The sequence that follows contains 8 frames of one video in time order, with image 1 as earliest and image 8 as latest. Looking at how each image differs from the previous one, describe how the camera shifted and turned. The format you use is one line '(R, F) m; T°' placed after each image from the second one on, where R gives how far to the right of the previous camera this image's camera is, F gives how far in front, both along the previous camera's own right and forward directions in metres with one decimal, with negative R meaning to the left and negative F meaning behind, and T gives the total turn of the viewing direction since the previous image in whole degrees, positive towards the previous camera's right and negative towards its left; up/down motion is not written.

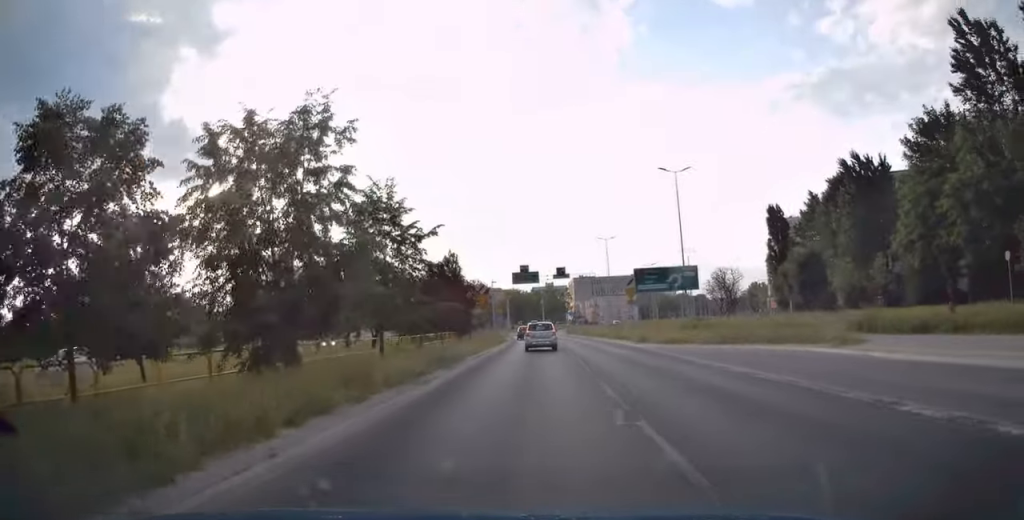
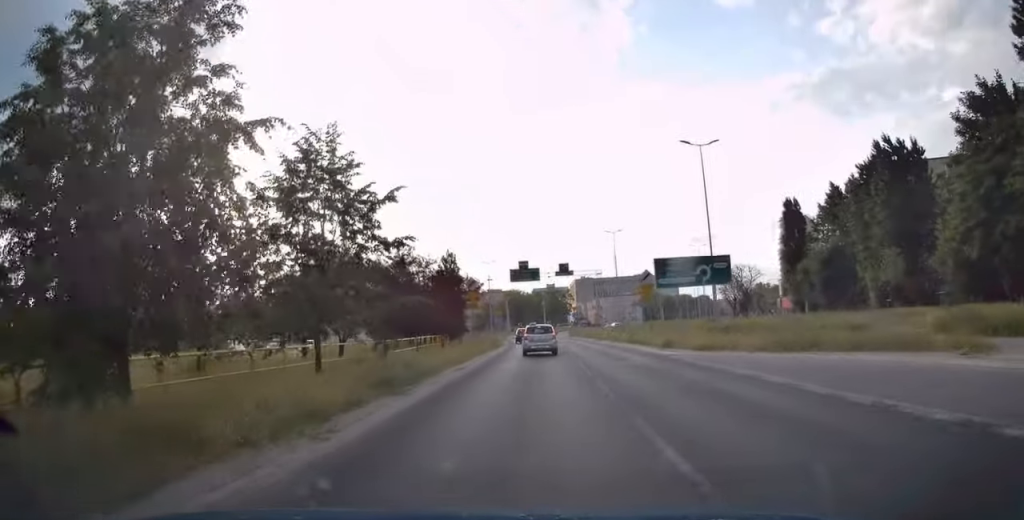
(+0.1, +6.8) m; 0°
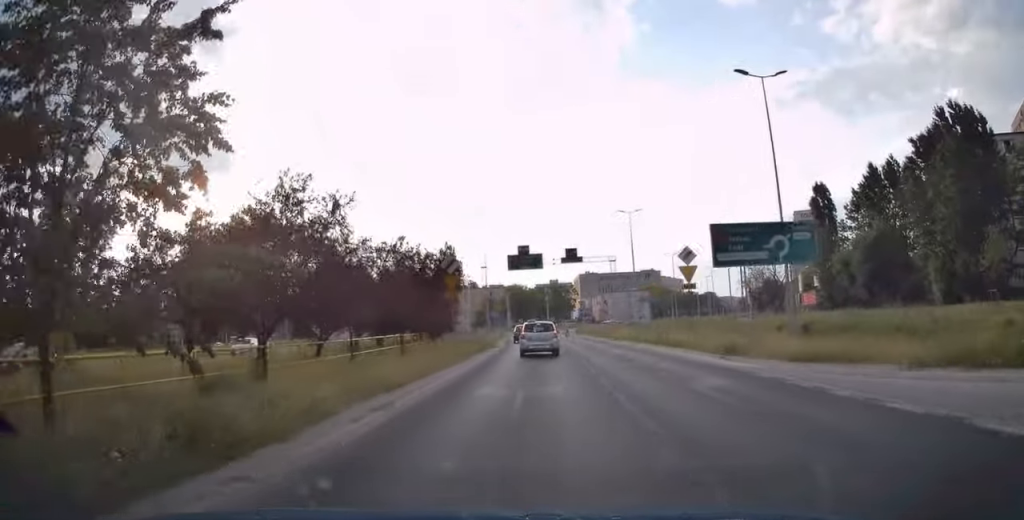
(-0.2, +9.8) m; 0°
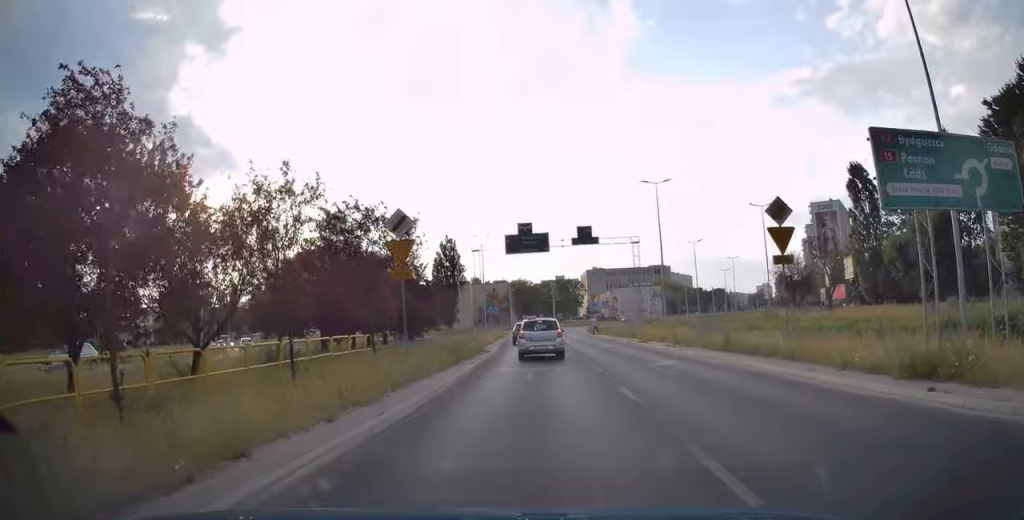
(+0.3, +10.6) m; 0°
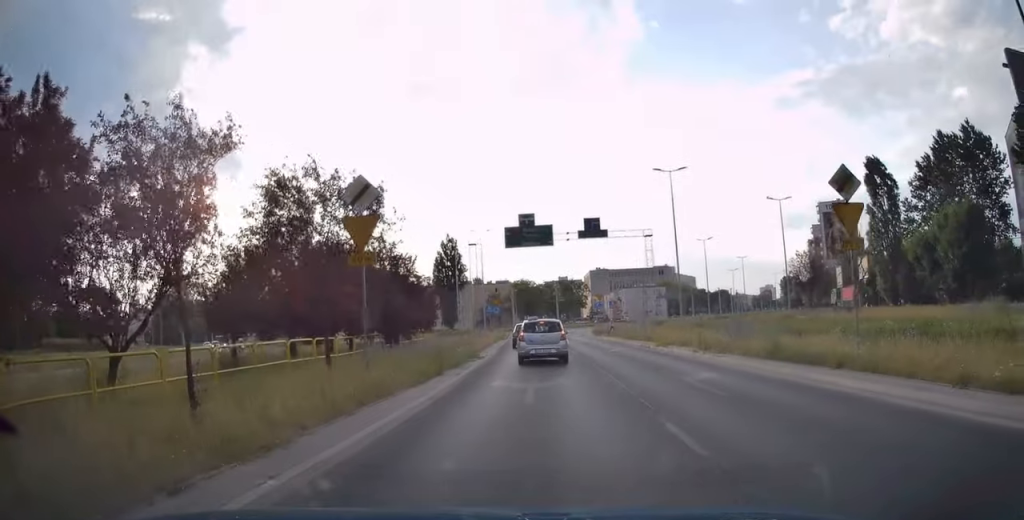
(-0.1, +3.8) m; -2°
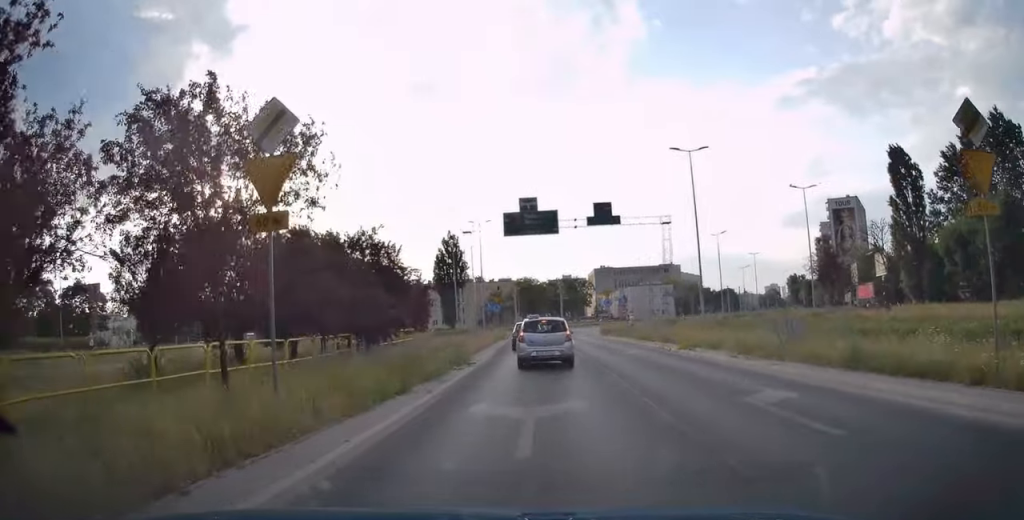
(-0.1, +4.8) m; -2°
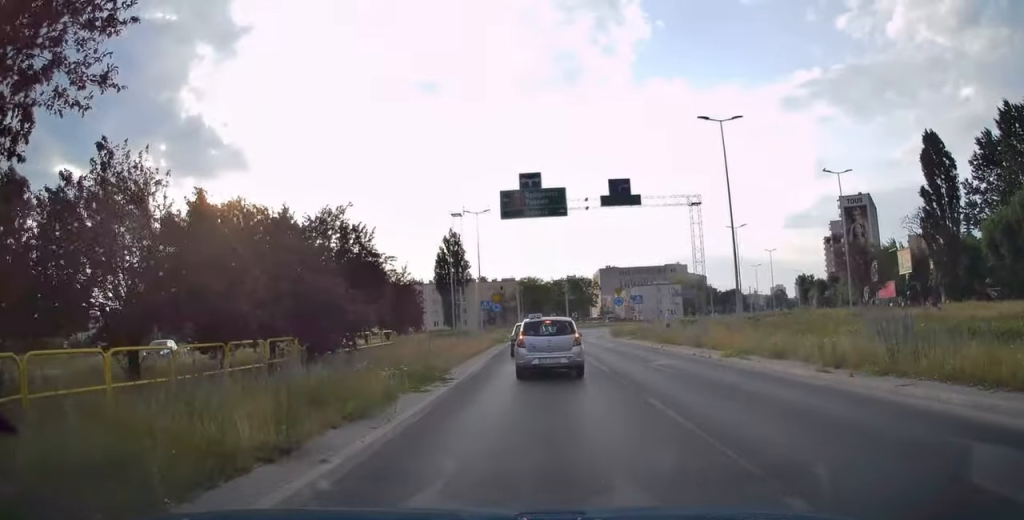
(-0.2, +6.0) m; +1°
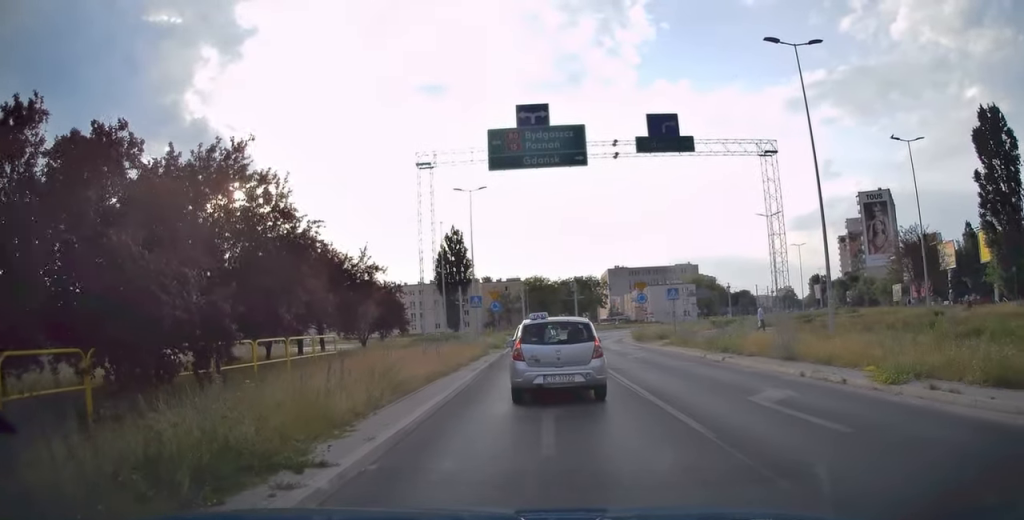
(+0.1, +9.5) m; 0°
